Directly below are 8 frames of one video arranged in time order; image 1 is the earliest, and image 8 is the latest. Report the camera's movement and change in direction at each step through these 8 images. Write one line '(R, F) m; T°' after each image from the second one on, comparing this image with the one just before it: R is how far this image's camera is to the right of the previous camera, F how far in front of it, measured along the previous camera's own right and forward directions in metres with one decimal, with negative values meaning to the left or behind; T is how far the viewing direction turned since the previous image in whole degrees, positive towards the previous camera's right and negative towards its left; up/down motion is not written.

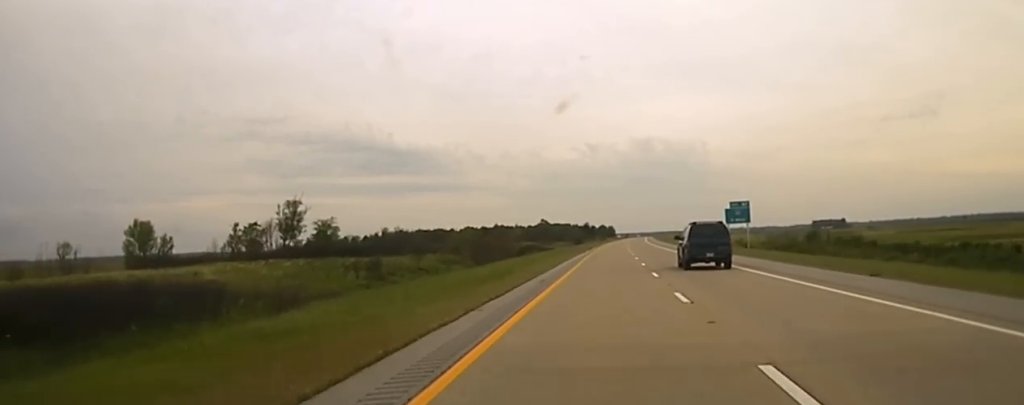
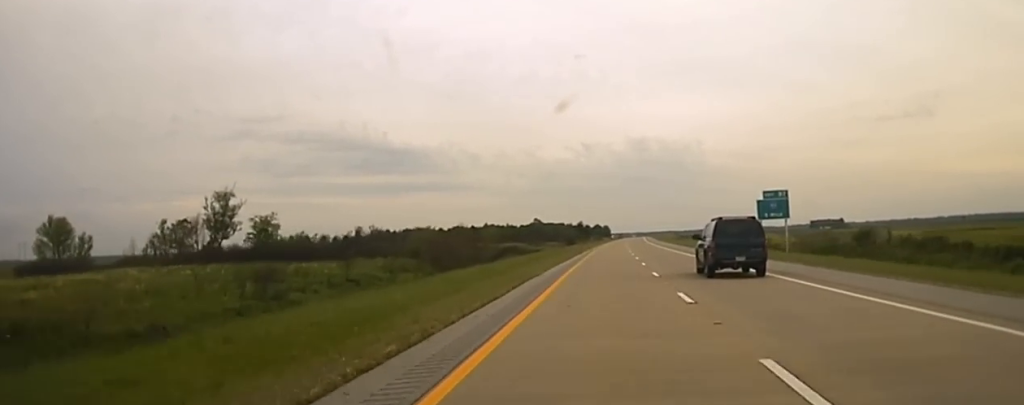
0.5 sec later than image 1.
(-0.1, +28.6) m; 0°
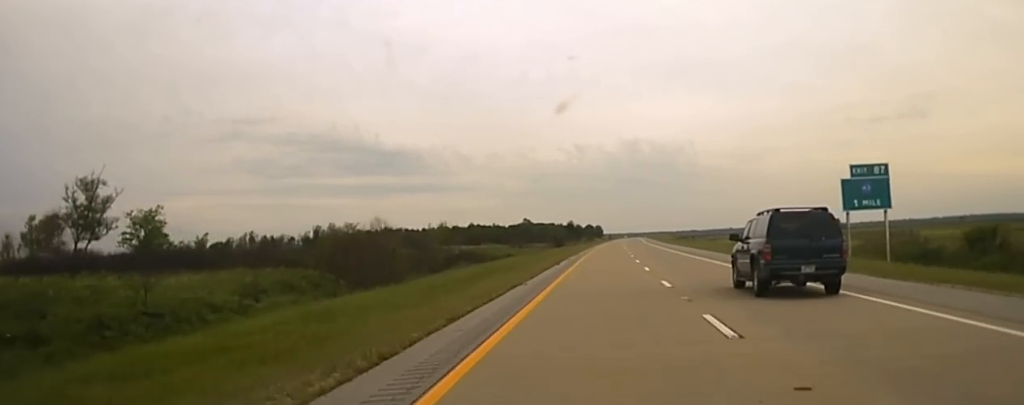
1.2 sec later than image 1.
(+0.4, +32.4) m; 0°
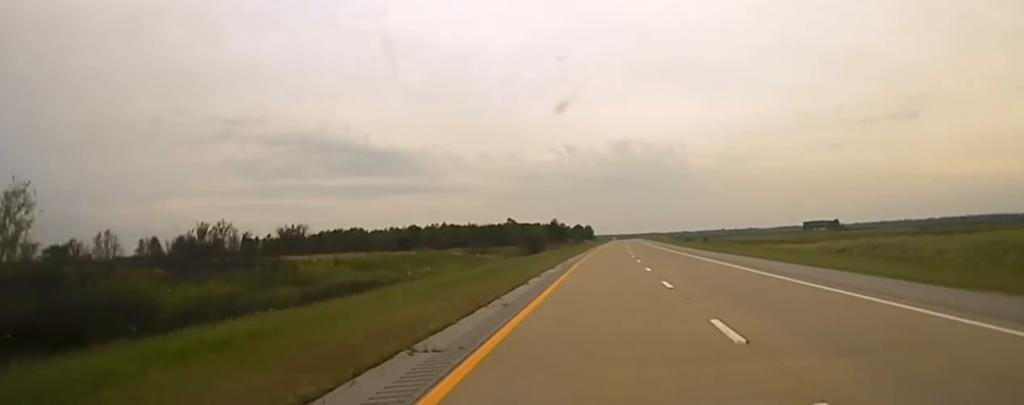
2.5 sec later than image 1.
(-0.2, +54.9) m; 0°
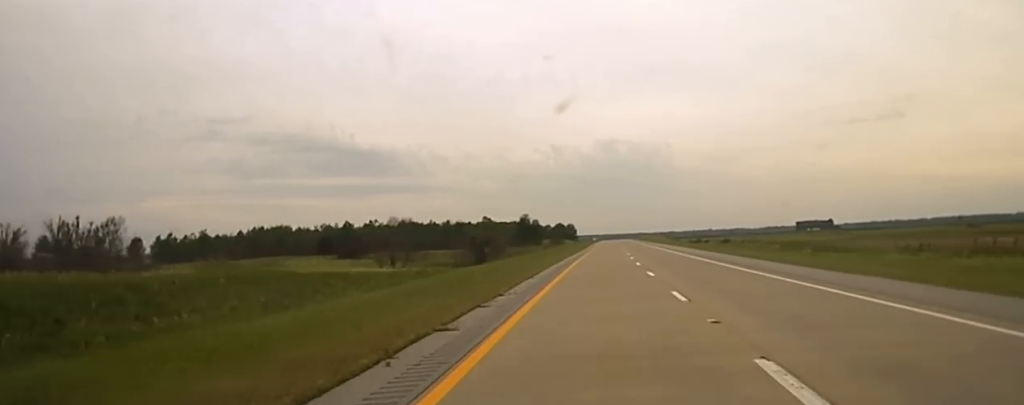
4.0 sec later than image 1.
(+0.9, +51.3) m; +1°
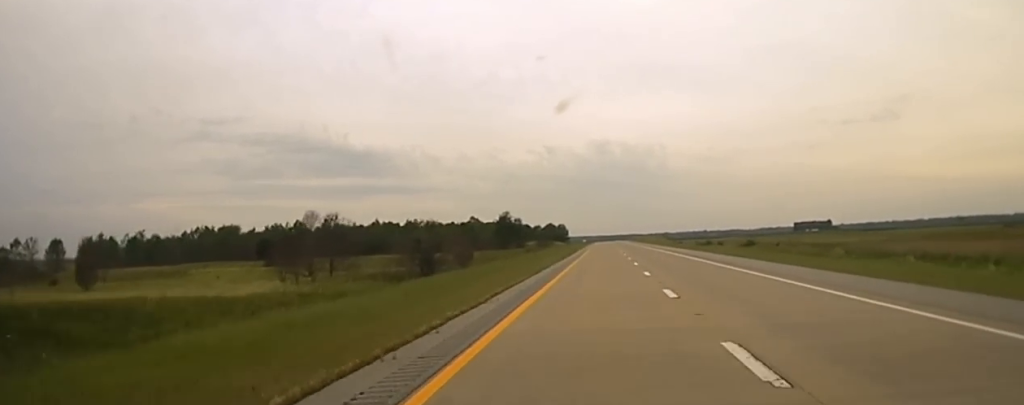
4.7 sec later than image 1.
(0.0, +32.1) m; 0°
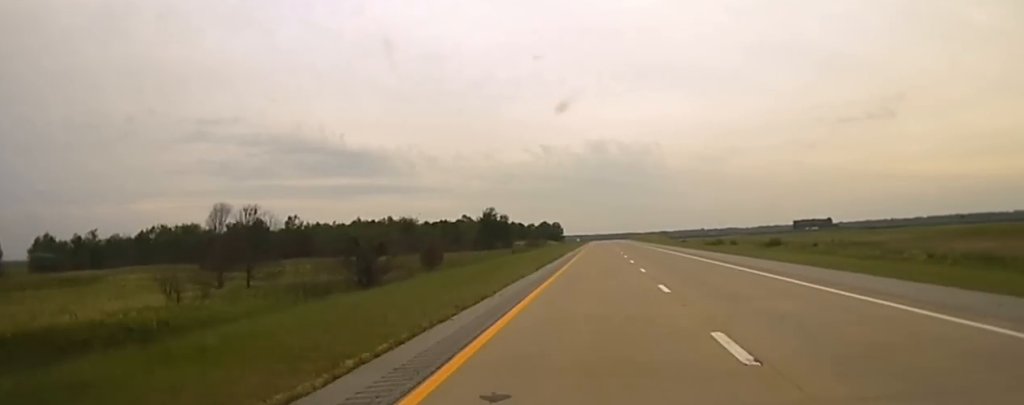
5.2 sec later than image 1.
(-0.1, +23.3) m; 0°
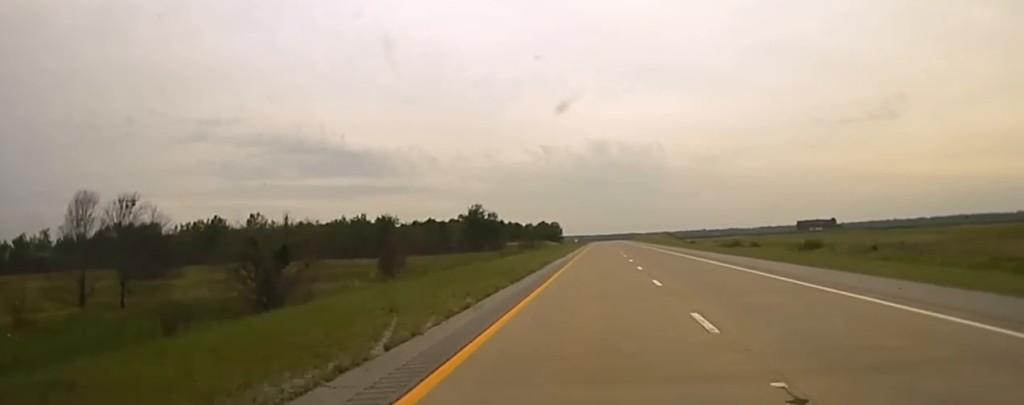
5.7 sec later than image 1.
(0.0, +24.0) m; 0°
